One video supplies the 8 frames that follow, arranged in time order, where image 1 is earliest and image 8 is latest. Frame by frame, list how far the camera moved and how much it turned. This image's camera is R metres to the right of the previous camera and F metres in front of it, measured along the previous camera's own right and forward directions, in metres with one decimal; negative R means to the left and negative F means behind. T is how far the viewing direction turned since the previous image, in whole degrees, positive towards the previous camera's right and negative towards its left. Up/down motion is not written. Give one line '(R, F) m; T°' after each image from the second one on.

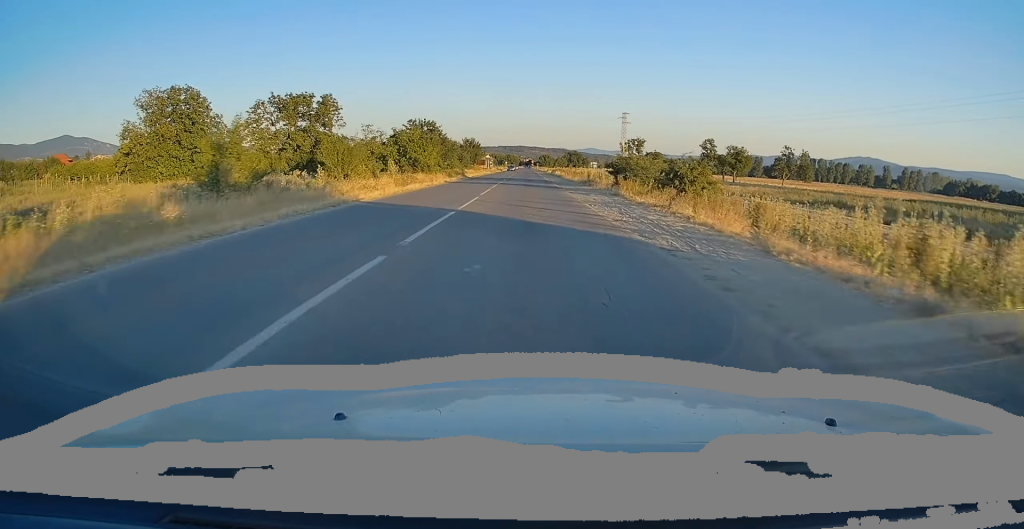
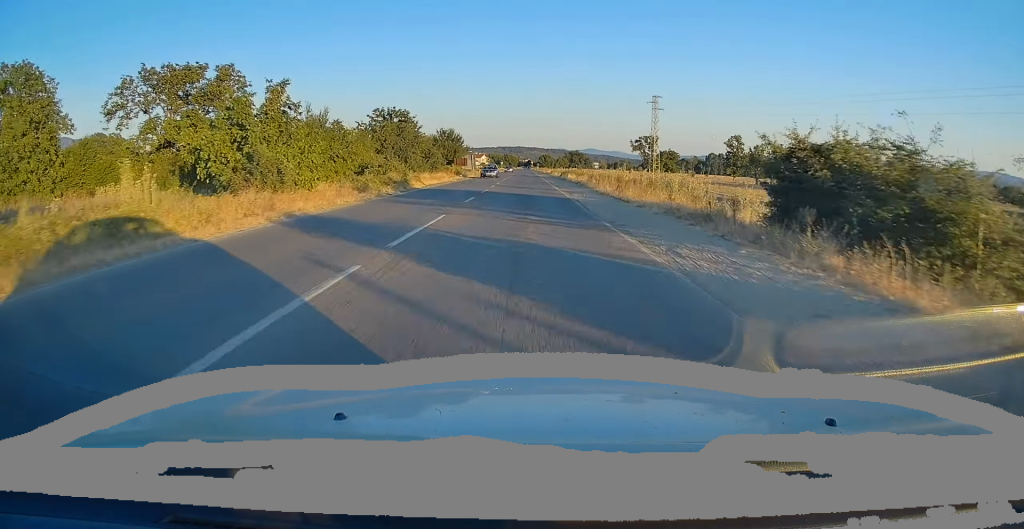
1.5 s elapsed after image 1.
(+0.1, +31.6) m; 0°
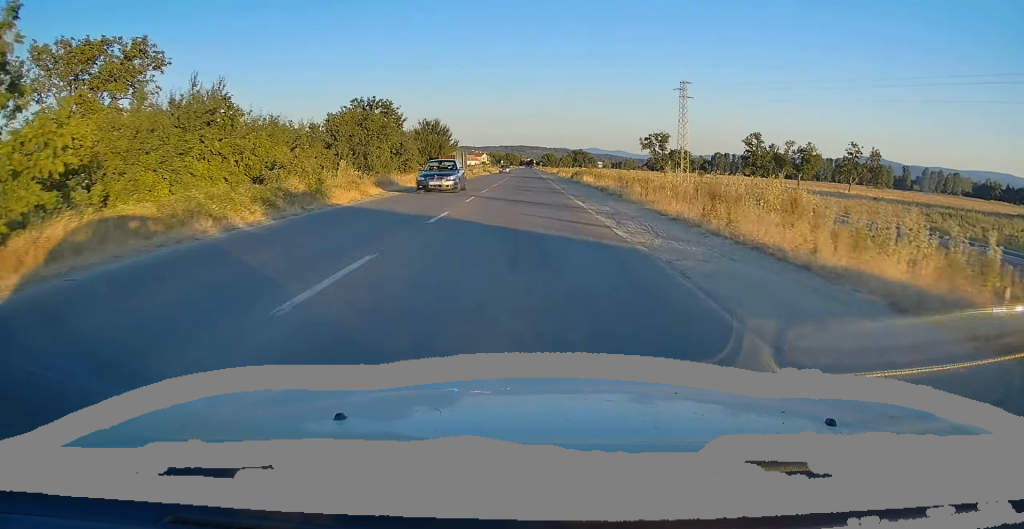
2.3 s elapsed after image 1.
(-0.1, +15.6) m; 0°
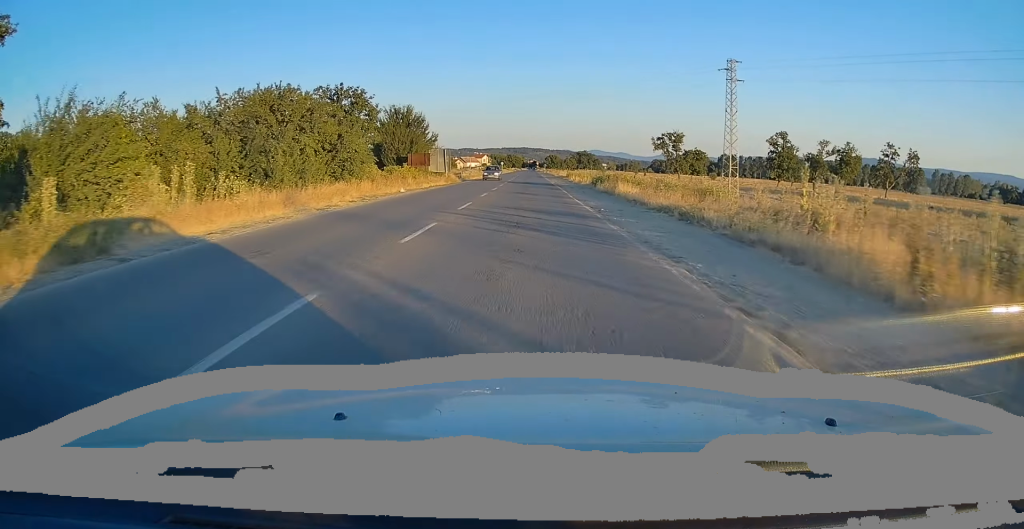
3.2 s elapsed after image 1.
(+0.1, +17.7) m; 0°
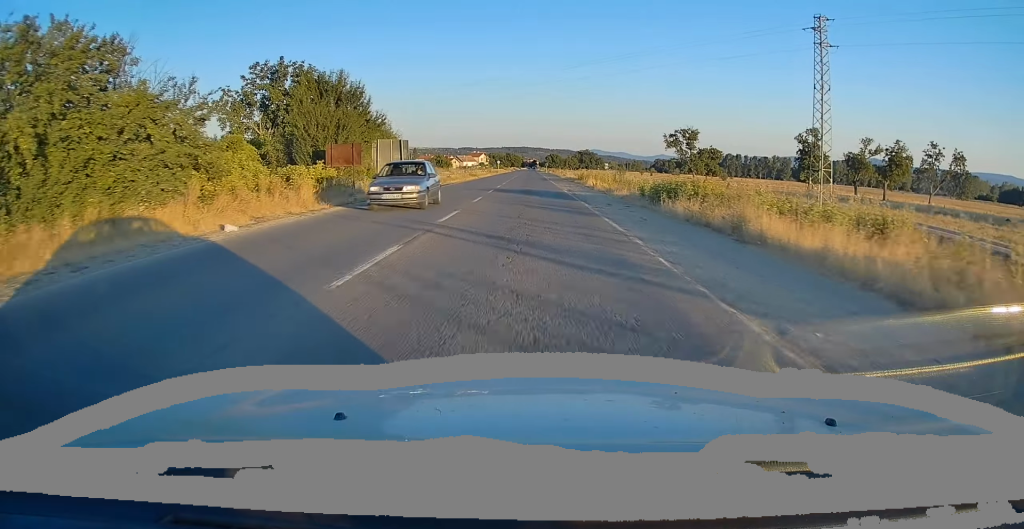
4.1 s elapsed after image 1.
(-0.1, +19.5) m; 0°
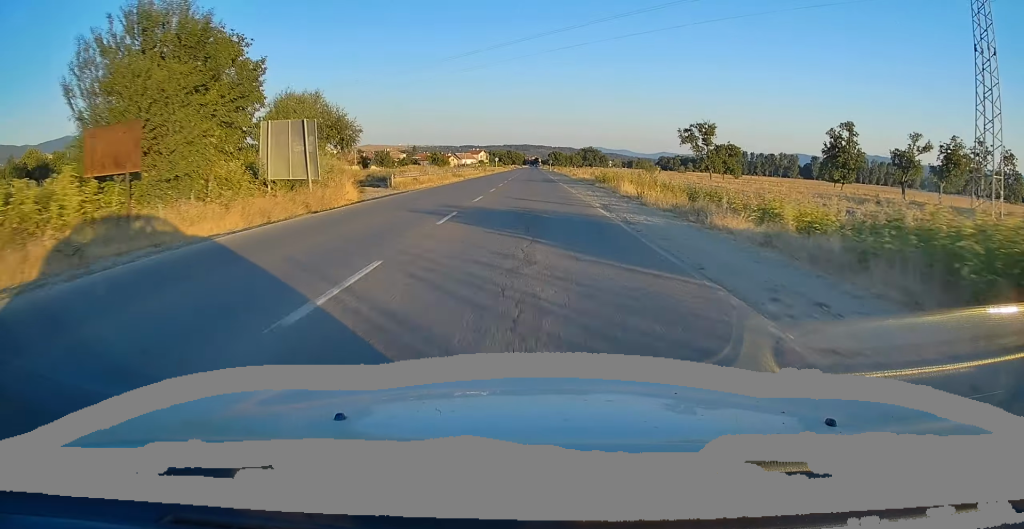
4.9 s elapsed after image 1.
(+0.1, +16.8) m; 0°
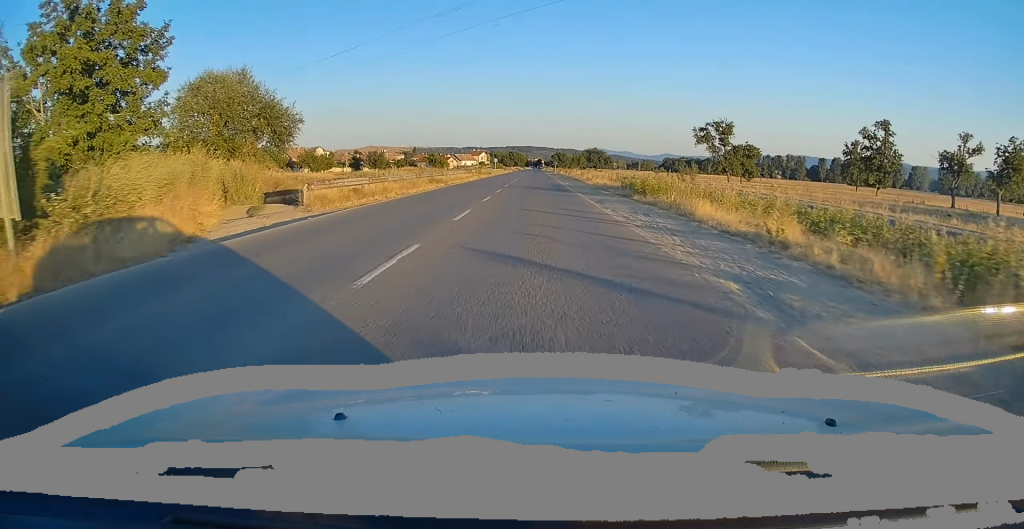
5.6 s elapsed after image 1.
(+0.1, +14.2) m; 0°
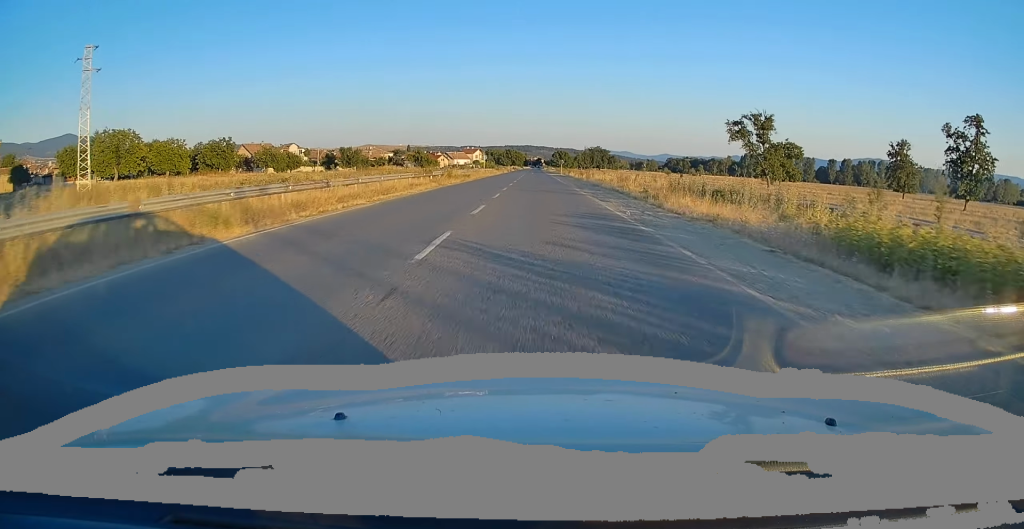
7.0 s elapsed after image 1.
(-0.3, +29.1) m; -1°
